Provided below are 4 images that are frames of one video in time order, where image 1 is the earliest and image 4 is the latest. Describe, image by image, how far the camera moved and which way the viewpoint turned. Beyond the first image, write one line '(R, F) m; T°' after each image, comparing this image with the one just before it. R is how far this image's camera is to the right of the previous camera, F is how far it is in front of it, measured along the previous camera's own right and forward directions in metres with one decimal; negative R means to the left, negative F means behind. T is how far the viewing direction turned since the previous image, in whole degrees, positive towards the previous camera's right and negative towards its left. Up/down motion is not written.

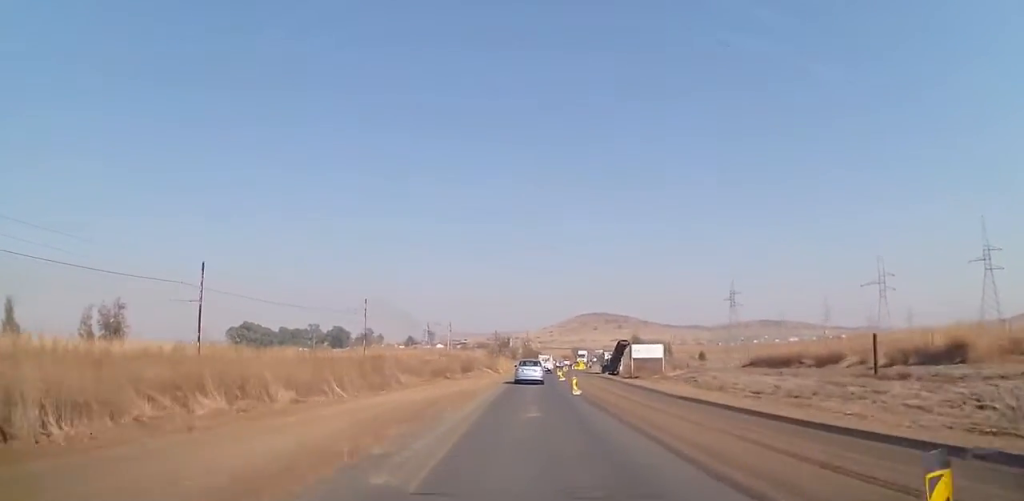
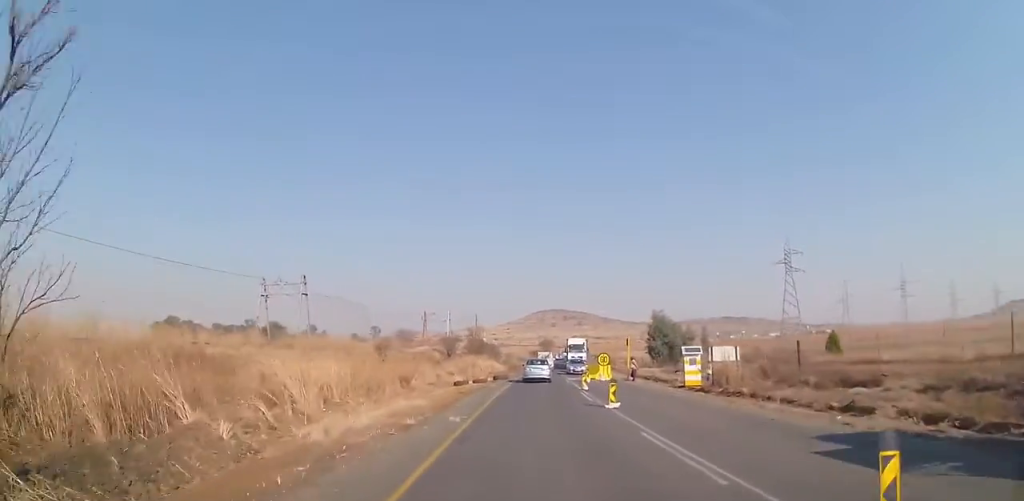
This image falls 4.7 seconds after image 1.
(+3.4, +71.7) m; +5°
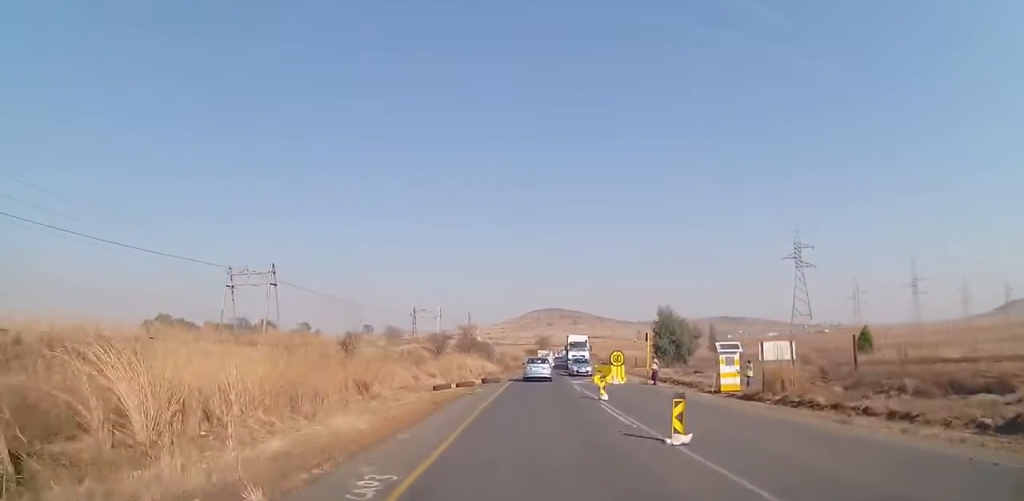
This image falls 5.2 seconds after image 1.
(0.0, +7.3) m; +1°
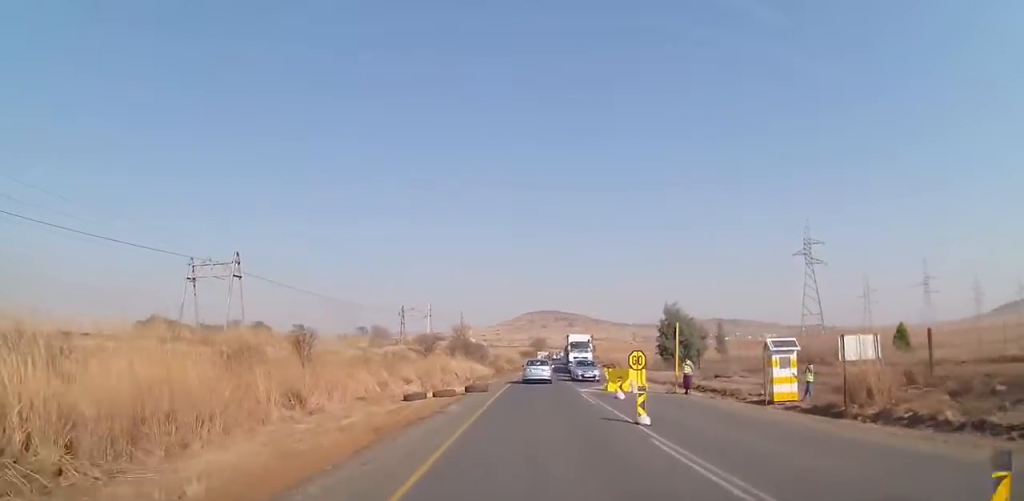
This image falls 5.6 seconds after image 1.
(-0.1, +6.8) m; +1°
